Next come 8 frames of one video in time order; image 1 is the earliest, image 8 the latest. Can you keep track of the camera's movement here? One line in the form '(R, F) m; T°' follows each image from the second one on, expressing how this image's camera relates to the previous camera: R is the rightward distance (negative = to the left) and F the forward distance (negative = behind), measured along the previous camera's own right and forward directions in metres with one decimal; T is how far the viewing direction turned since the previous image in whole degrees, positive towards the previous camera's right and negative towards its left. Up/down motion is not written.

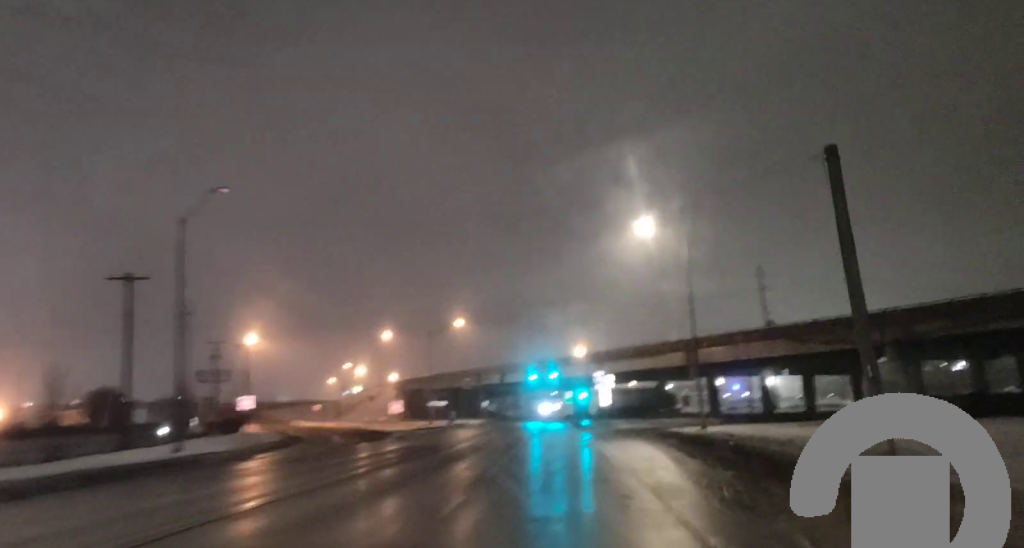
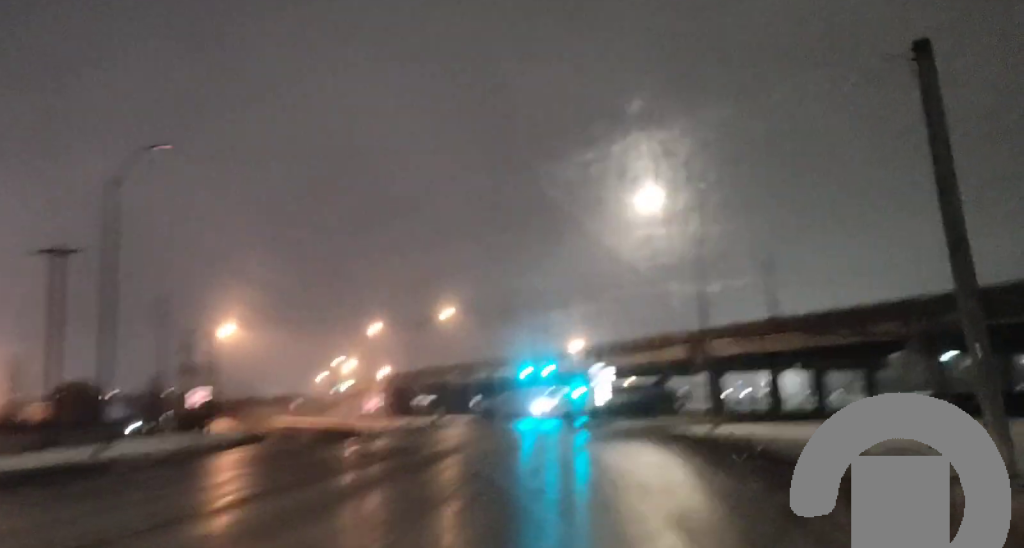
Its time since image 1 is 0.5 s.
(-0.1, +5.4) m; 0°
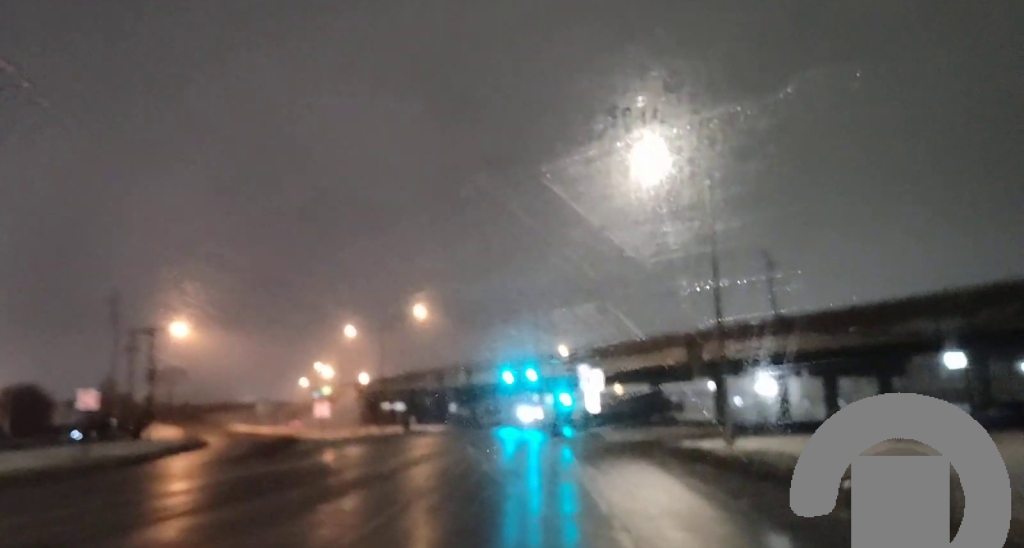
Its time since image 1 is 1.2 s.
(-0.1, +9.2) m; +1°
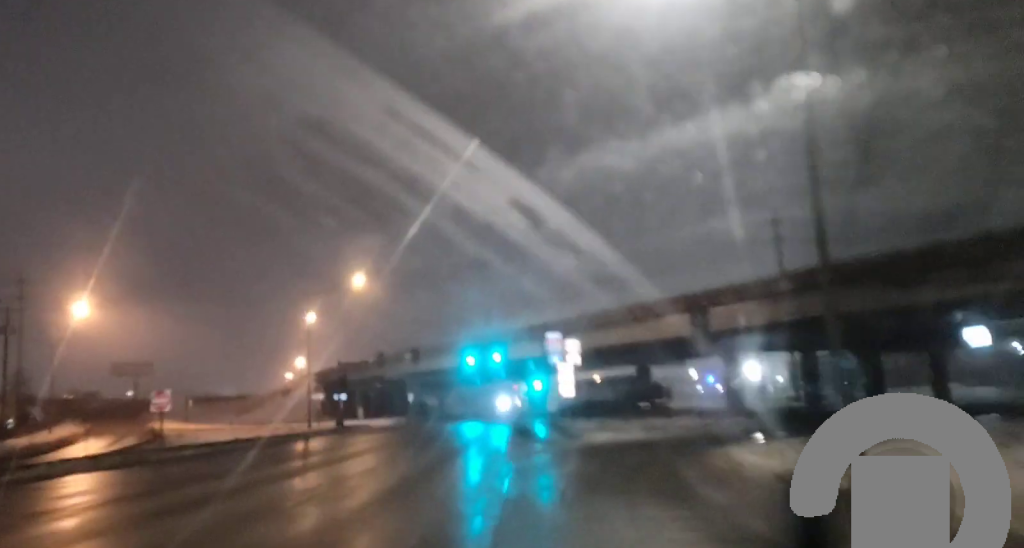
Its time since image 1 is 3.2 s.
(+0.8, +20.8) m; +2°
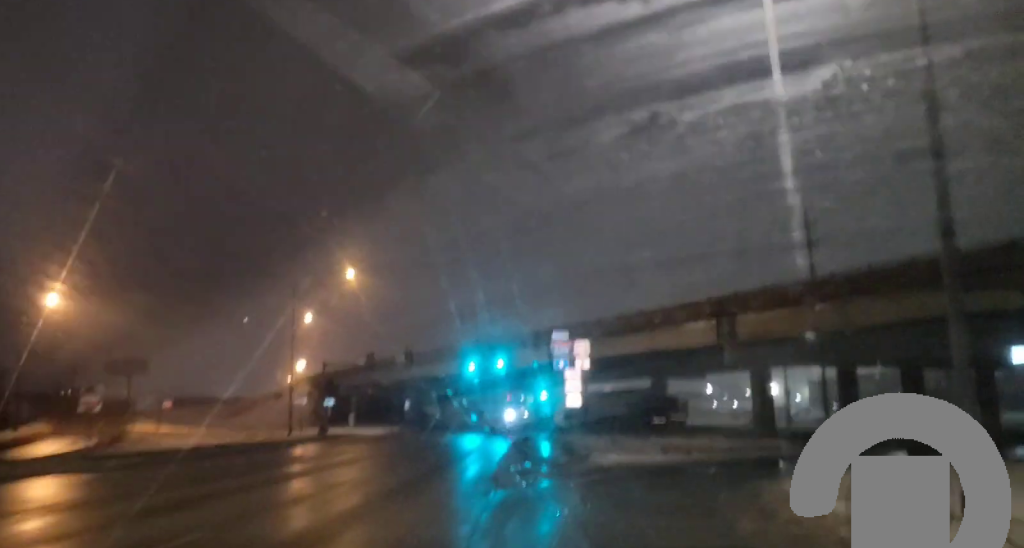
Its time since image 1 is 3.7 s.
(0.0, +5.5) m; +1°
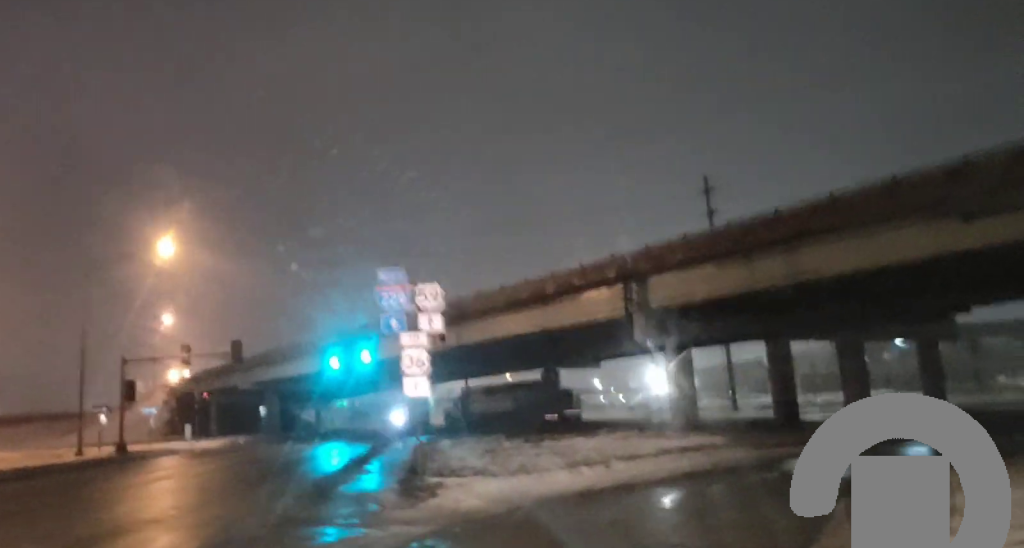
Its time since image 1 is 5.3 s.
(+0.6, +15.5) m; +6°
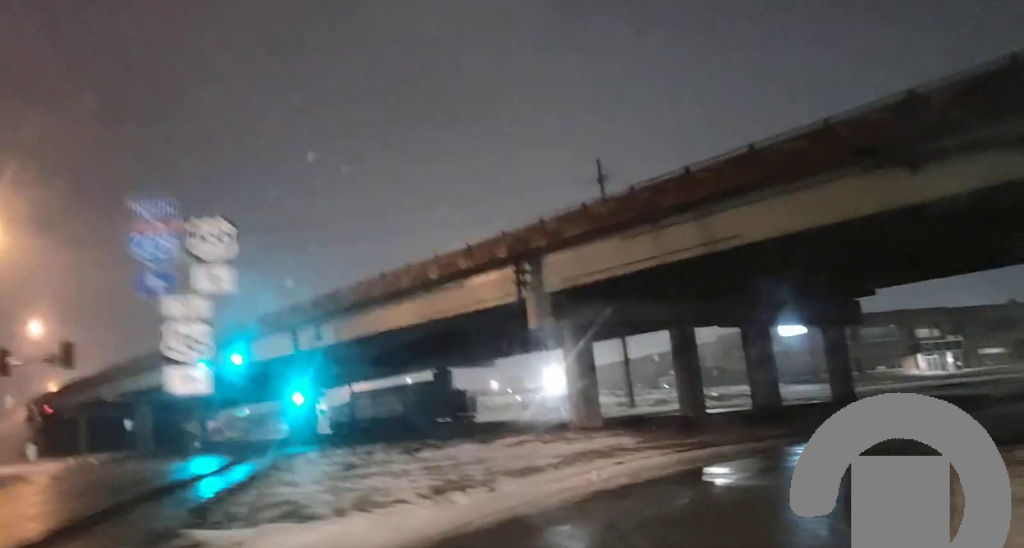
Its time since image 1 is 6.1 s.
(+0.2, +7.5) m; +6°
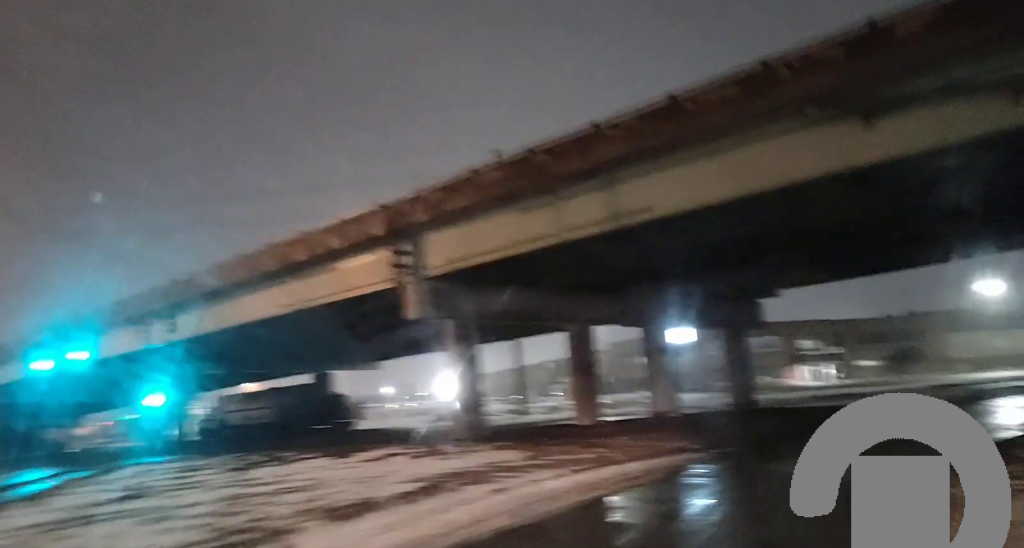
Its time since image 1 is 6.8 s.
(+0.5, +6.5) m; +7°
